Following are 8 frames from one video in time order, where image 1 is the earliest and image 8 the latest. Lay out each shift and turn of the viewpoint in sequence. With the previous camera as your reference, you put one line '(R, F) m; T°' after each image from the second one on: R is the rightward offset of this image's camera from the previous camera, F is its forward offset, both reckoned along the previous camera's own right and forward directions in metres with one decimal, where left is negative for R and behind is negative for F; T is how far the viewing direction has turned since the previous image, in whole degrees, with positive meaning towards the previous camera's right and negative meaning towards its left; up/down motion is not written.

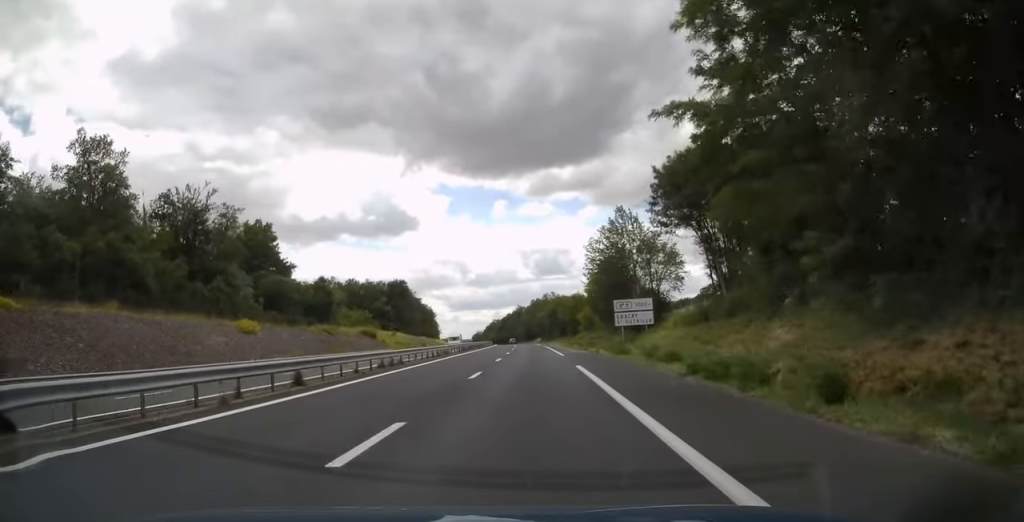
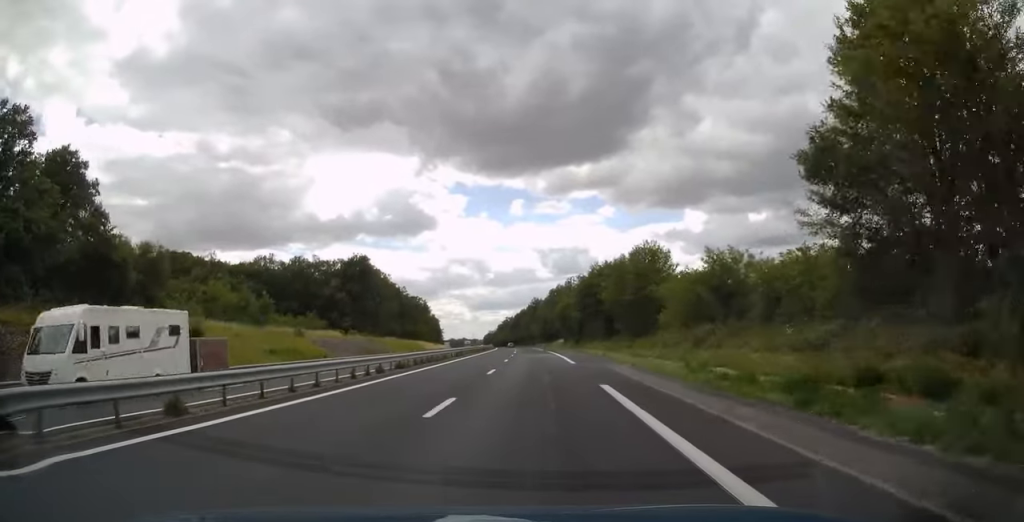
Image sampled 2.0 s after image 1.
(-0.2, +59.2) m; -2°
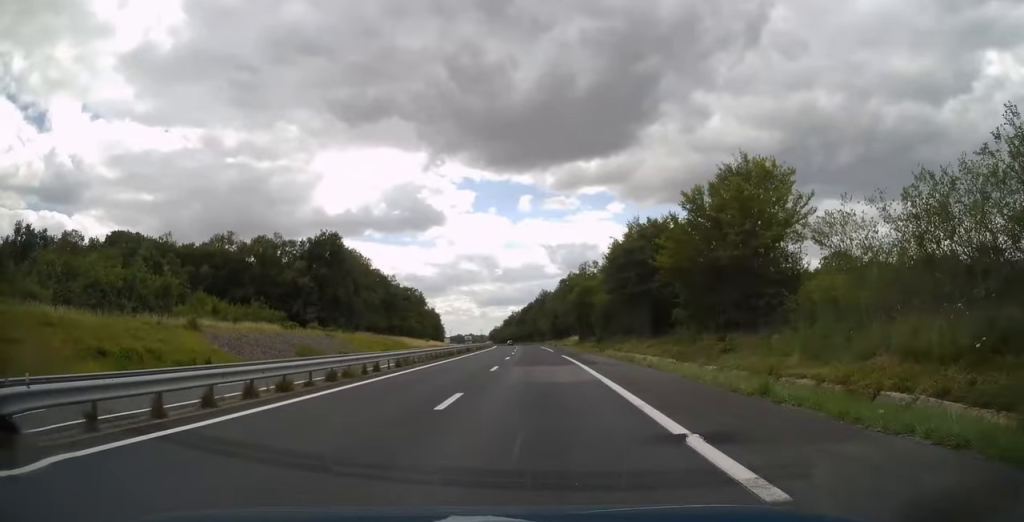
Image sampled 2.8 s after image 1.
(-0.4, +24.9) m; -1°
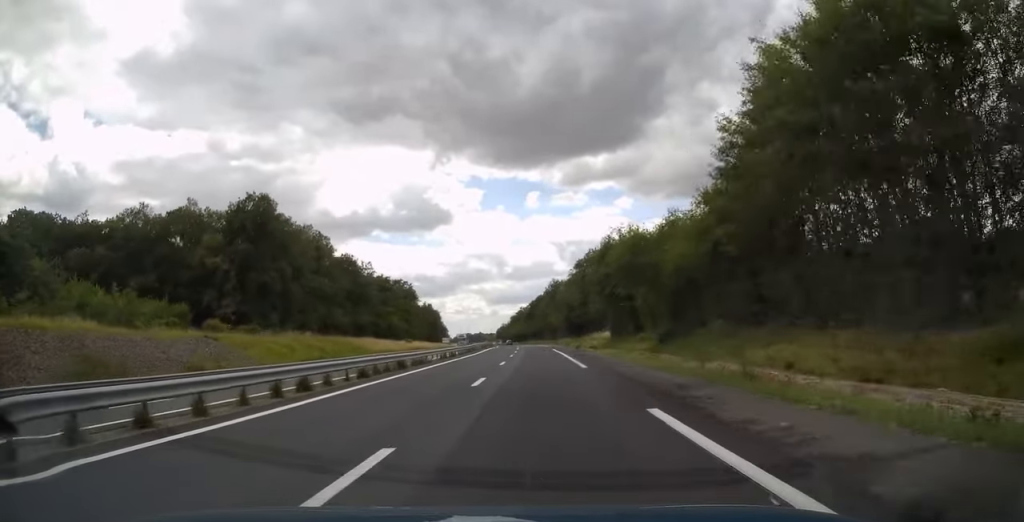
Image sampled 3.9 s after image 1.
(-0.1, +32.7) m; 0°
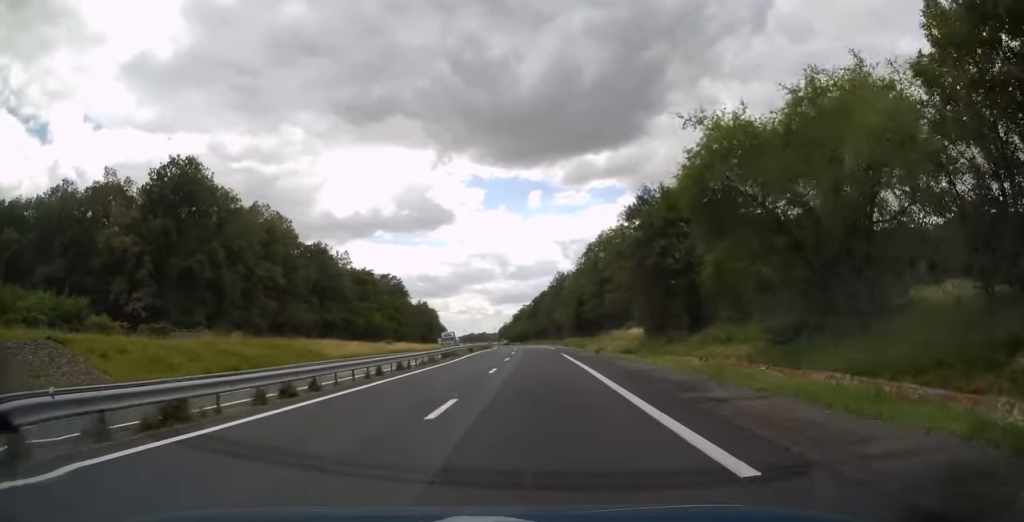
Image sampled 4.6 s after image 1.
(0.0, +19.2) m; -1°
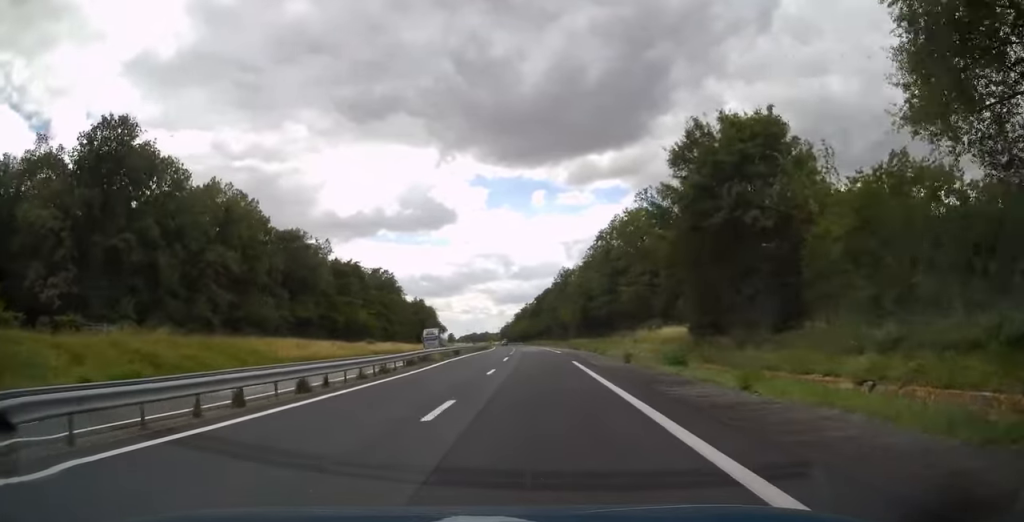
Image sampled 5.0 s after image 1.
(+0.1, +12.7) m; 0°
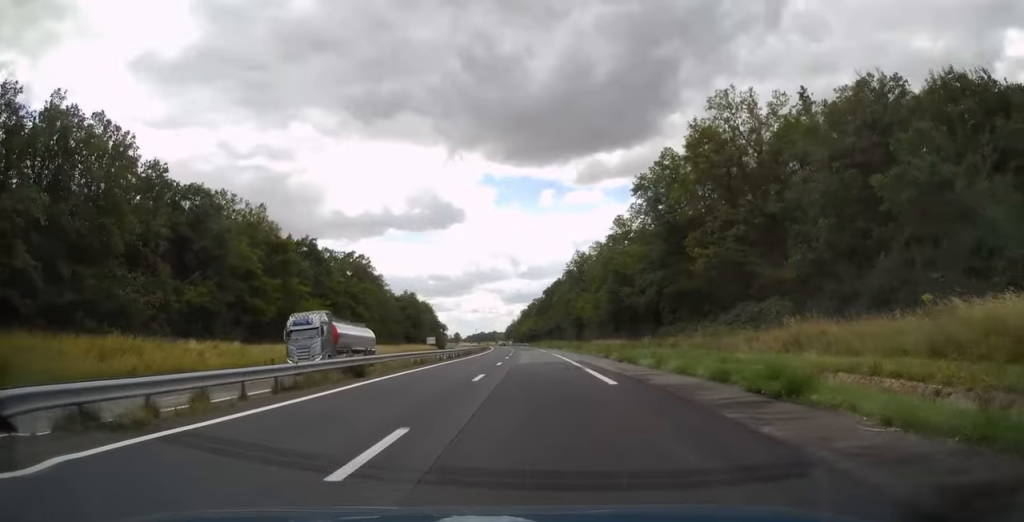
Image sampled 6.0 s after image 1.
(-0.4, +29.5) m; -1°
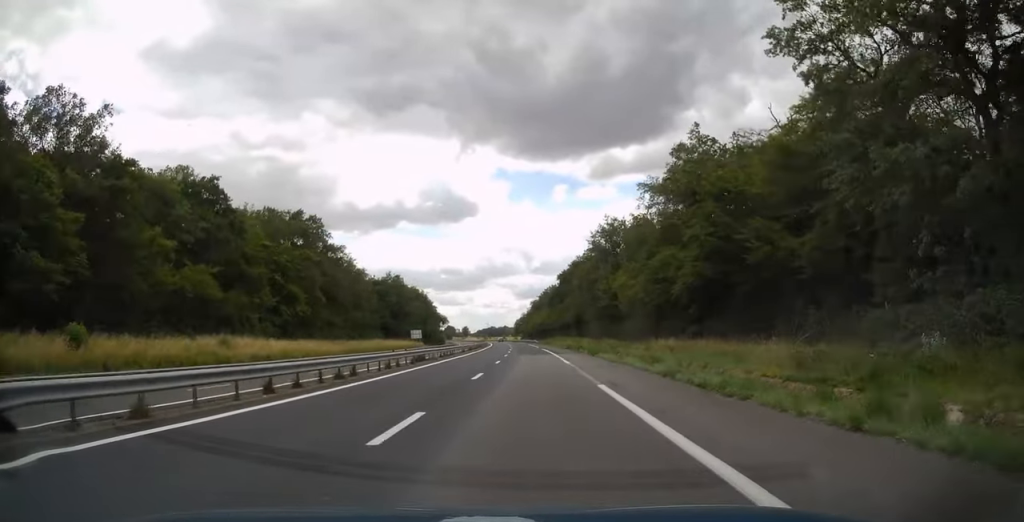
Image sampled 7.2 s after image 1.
(-0.2, +35.9) m; -1°
